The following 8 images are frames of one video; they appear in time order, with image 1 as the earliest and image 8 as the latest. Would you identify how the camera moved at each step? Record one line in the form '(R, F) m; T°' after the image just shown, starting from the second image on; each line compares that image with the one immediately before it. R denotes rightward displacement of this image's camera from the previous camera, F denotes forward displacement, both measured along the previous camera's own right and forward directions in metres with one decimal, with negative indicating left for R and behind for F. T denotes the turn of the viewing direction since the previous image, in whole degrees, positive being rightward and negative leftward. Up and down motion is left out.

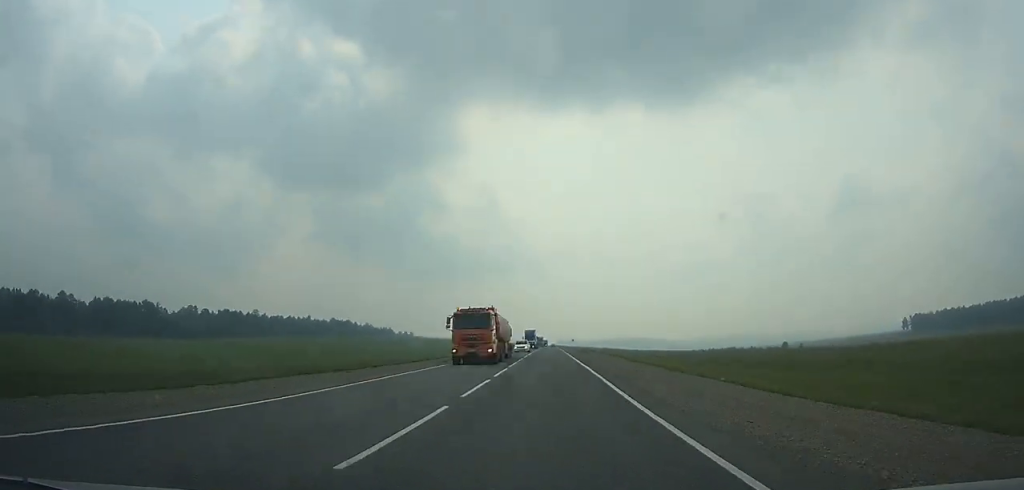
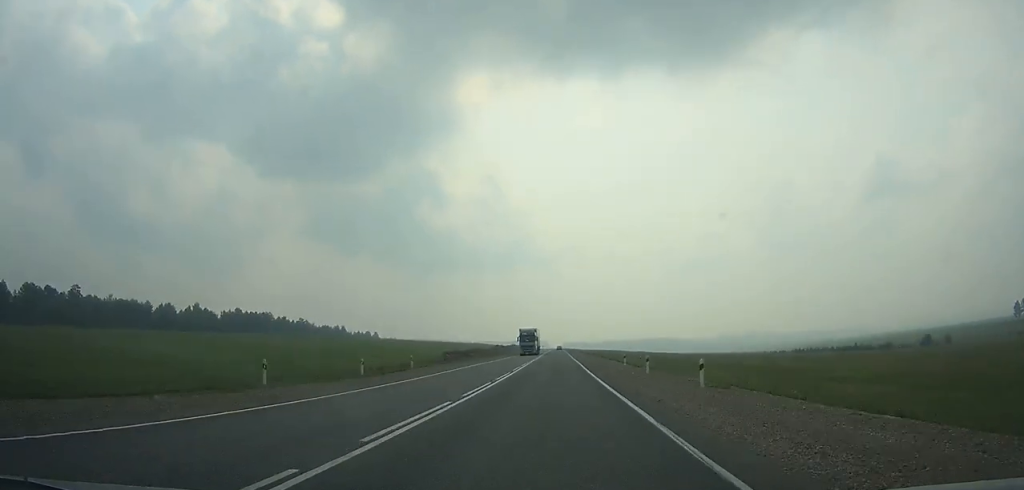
(-1.1, +185.1) m; 0°
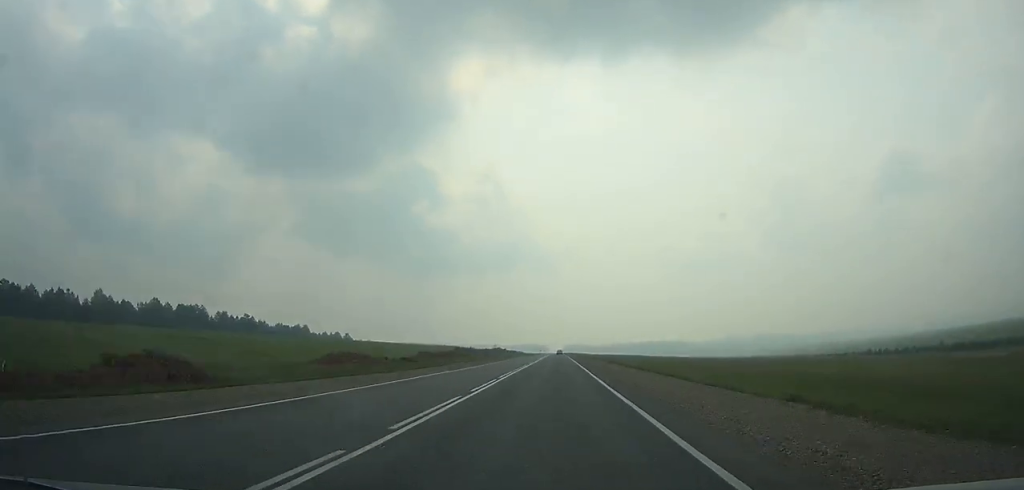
(0.0, +86.1) m; 0°
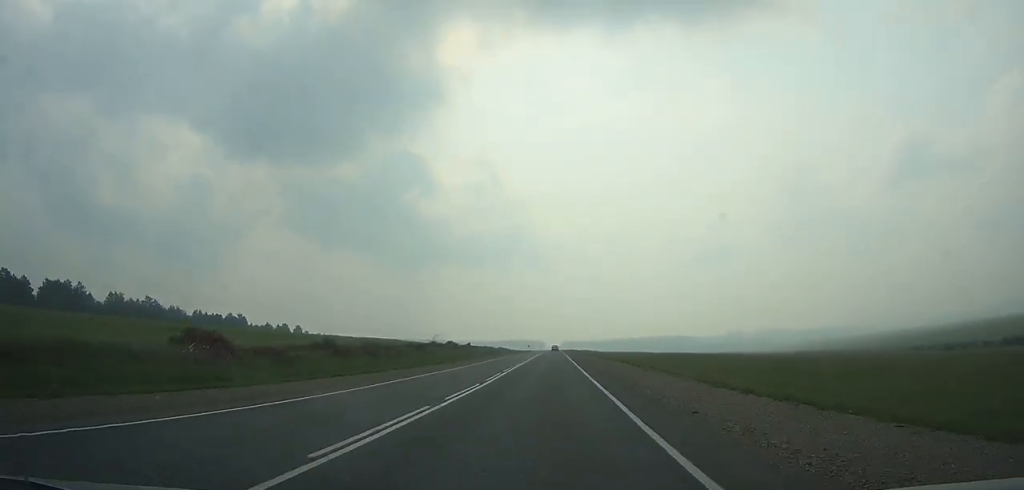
(-0.2, +94.7) m; 0°
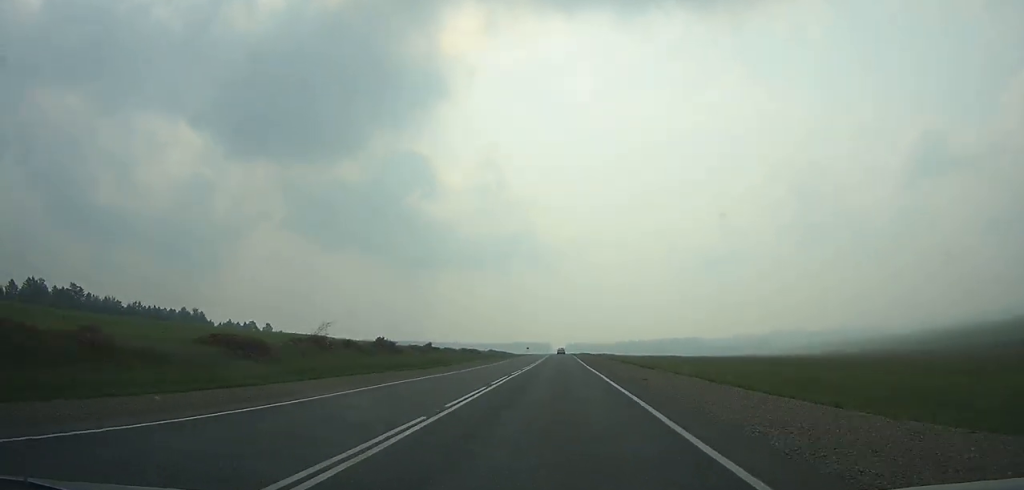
(-0.1, +56.4) m; 0°
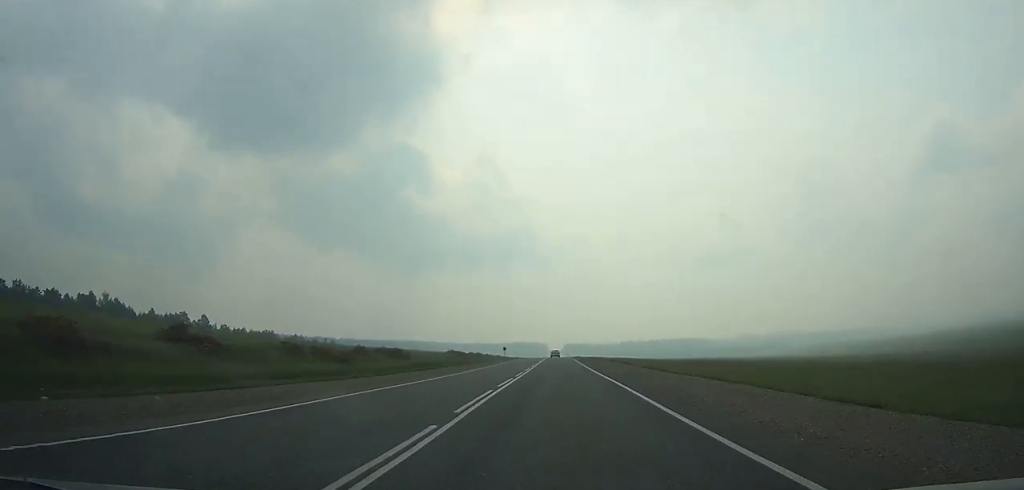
(+0.1, +71.5) m; 0°
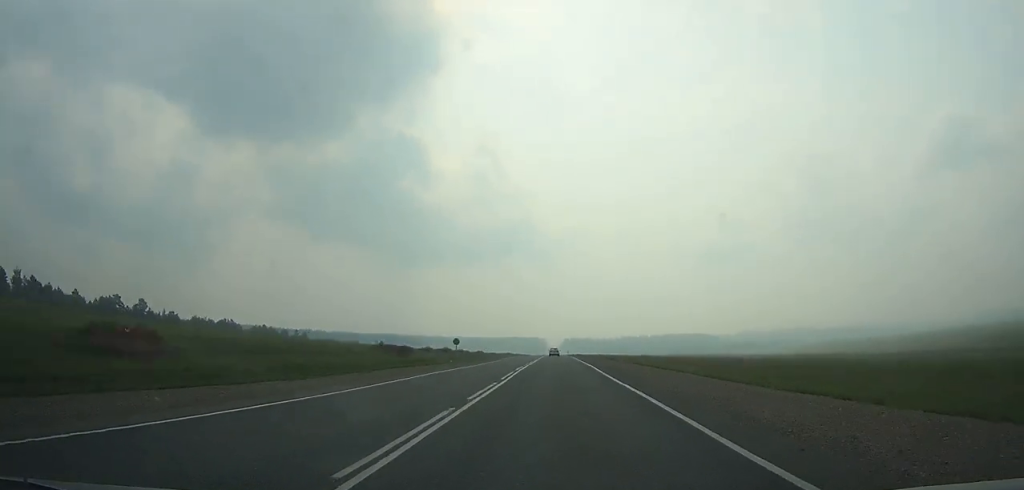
(0.0, +52.5) m; 0°
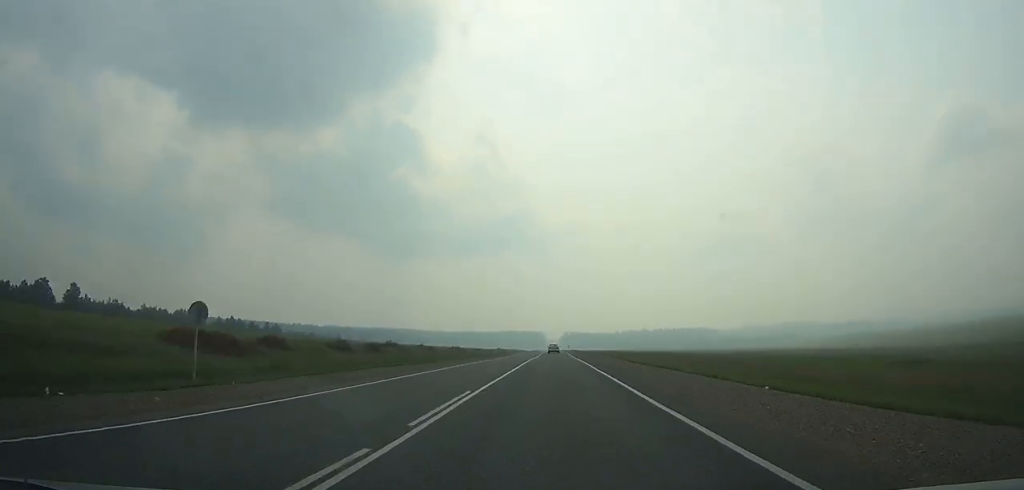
(0.0, +46.3) m; 0°
